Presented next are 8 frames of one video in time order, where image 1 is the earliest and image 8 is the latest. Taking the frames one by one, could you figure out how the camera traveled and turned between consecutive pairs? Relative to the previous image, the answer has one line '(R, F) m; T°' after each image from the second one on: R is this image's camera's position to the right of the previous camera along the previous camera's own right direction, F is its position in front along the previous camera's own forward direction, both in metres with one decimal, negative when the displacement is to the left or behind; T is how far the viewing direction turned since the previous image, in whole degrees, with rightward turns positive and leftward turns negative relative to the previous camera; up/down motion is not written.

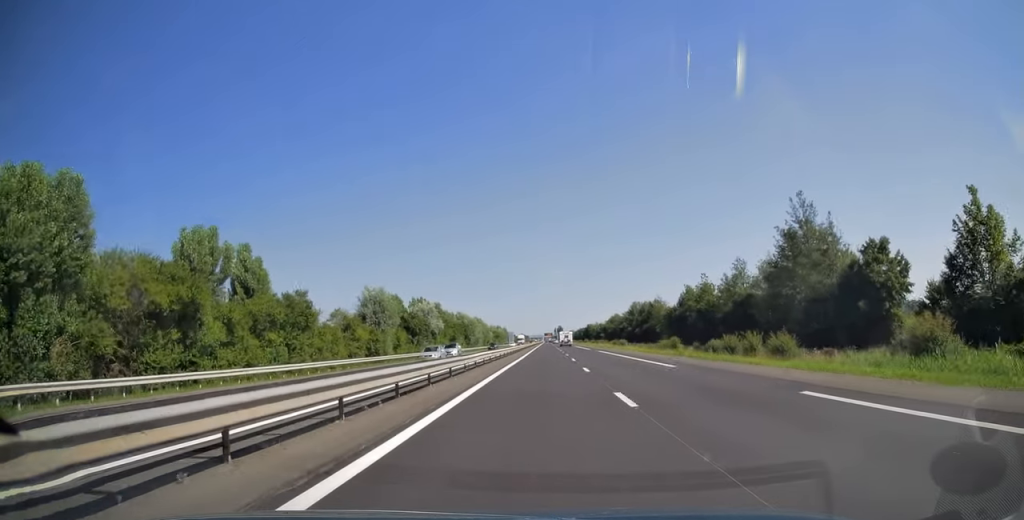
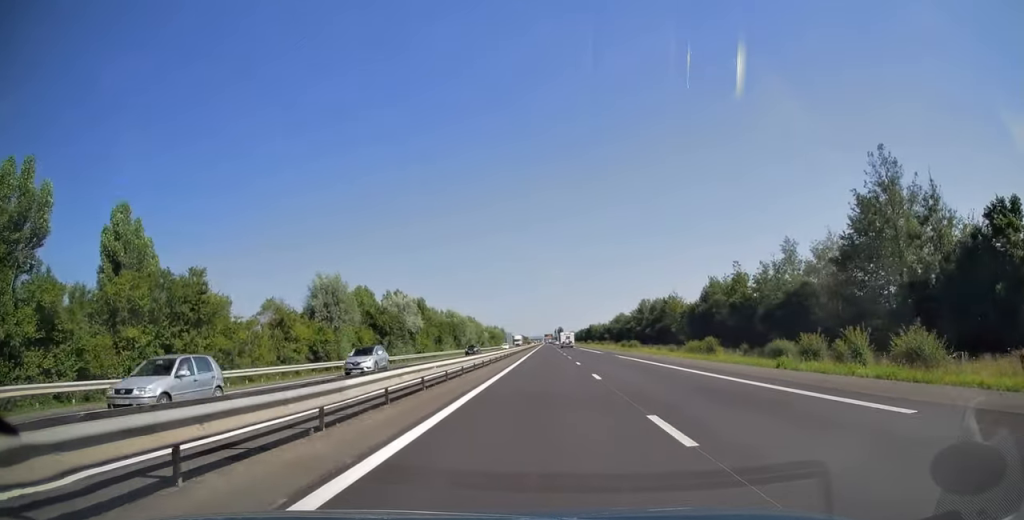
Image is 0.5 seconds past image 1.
(0.0, +17.1) m; 0°
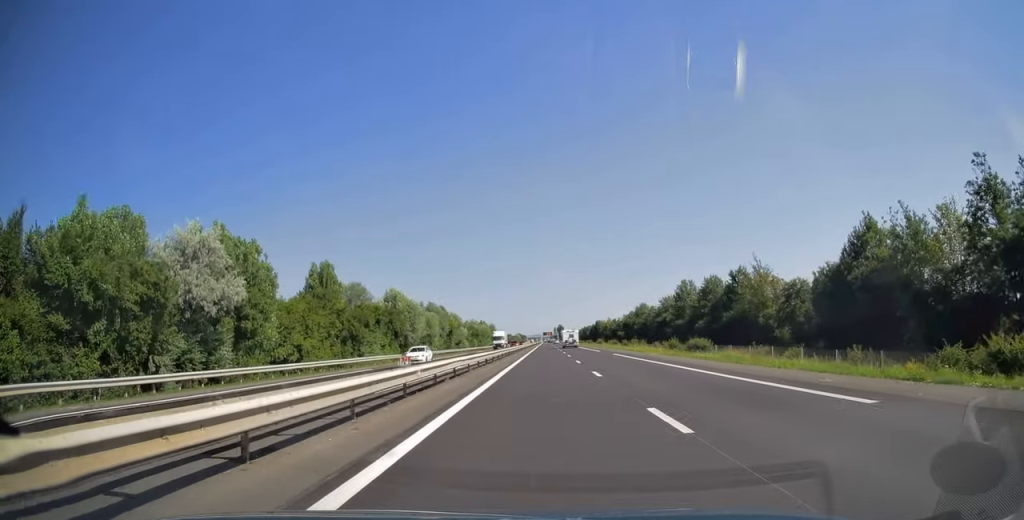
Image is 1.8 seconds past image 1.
(-0.2, +50.9) m; 0°
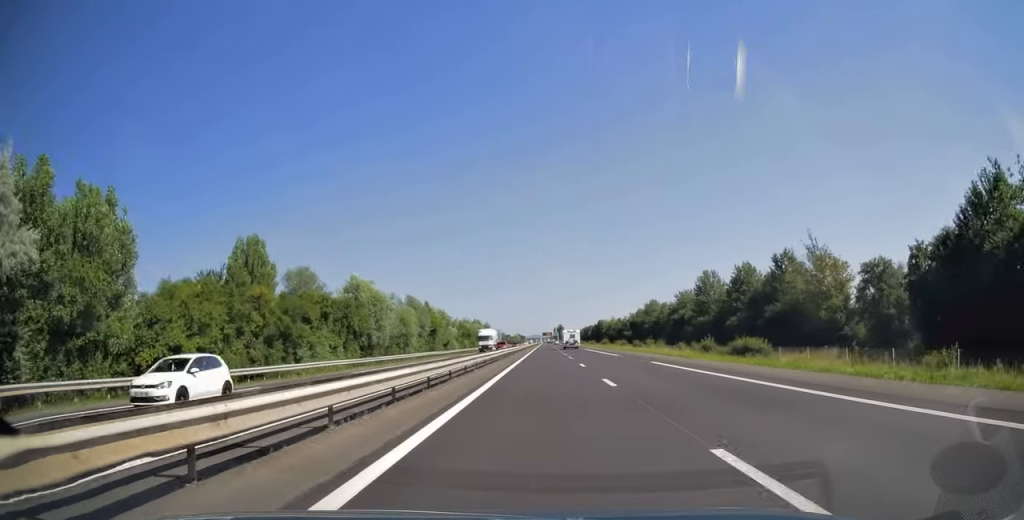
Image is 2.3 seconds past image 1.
(+0.1, +17.2) m; 0°
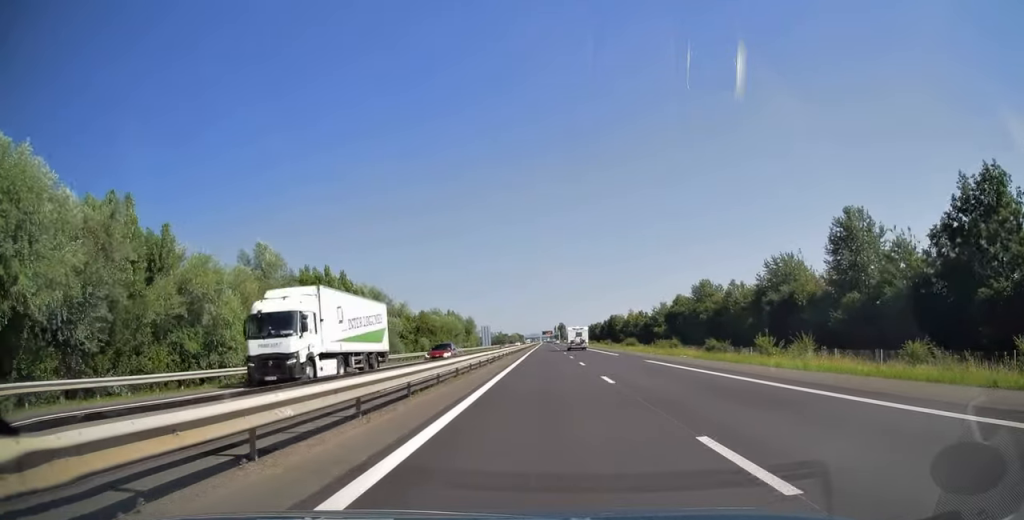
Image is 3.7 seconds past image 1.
(-0.1, +50.9) m; 0°
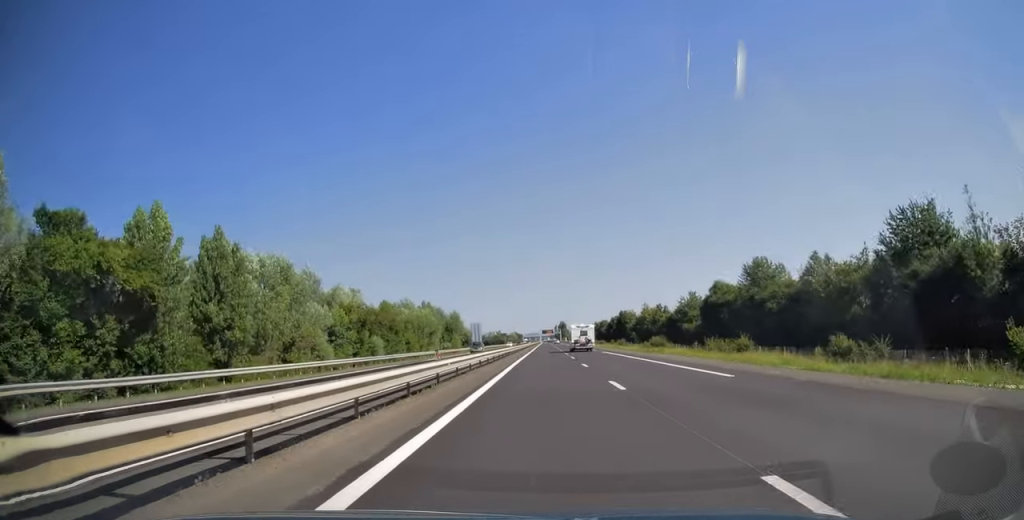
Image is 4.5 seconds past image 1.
(0.0, +28.2) m; 0°
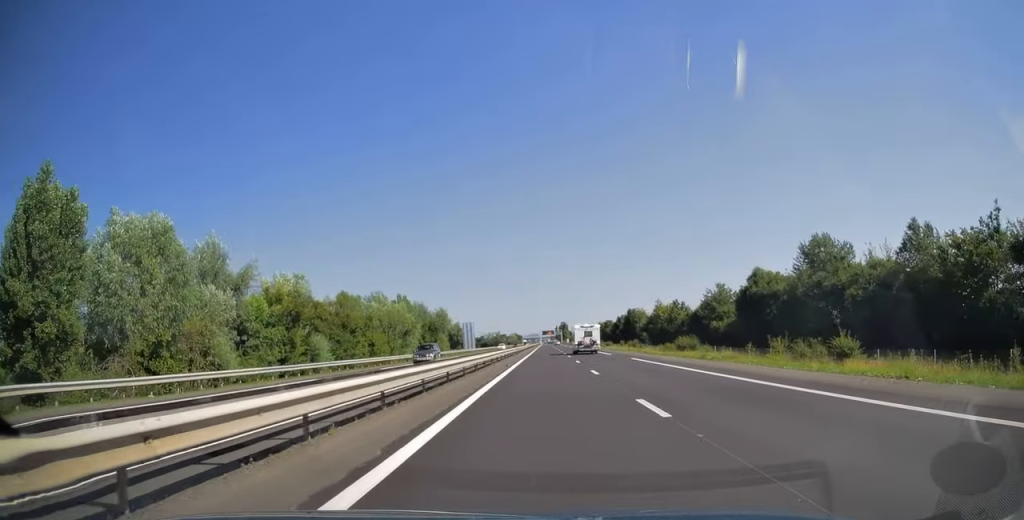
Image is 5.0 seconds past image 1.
(0.0, +18.4) m; 0°
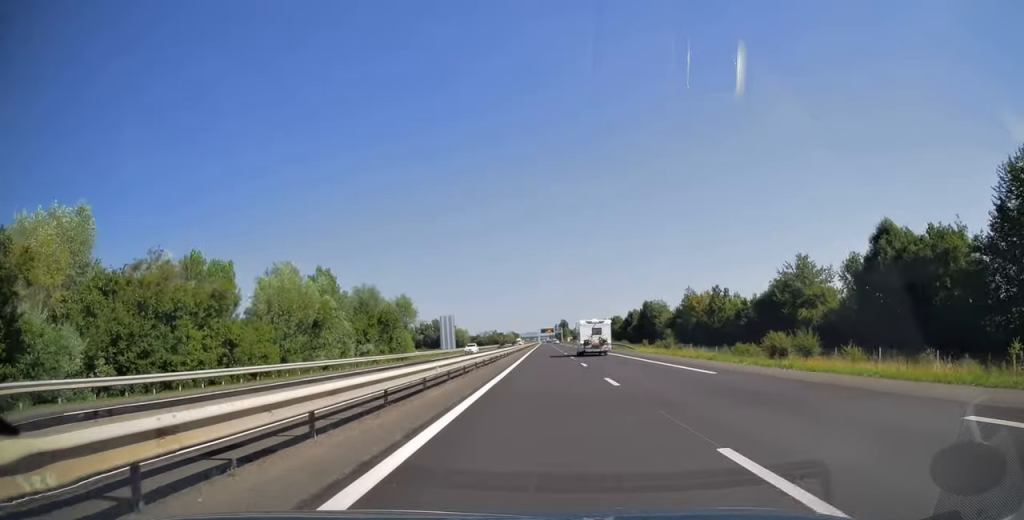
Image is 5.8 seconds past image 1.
(0.0, +31.9) m; 0°
